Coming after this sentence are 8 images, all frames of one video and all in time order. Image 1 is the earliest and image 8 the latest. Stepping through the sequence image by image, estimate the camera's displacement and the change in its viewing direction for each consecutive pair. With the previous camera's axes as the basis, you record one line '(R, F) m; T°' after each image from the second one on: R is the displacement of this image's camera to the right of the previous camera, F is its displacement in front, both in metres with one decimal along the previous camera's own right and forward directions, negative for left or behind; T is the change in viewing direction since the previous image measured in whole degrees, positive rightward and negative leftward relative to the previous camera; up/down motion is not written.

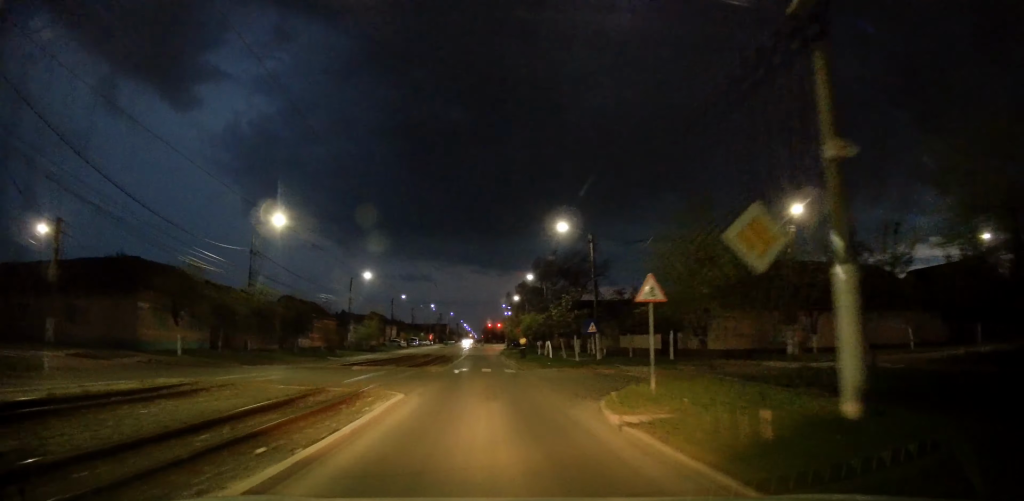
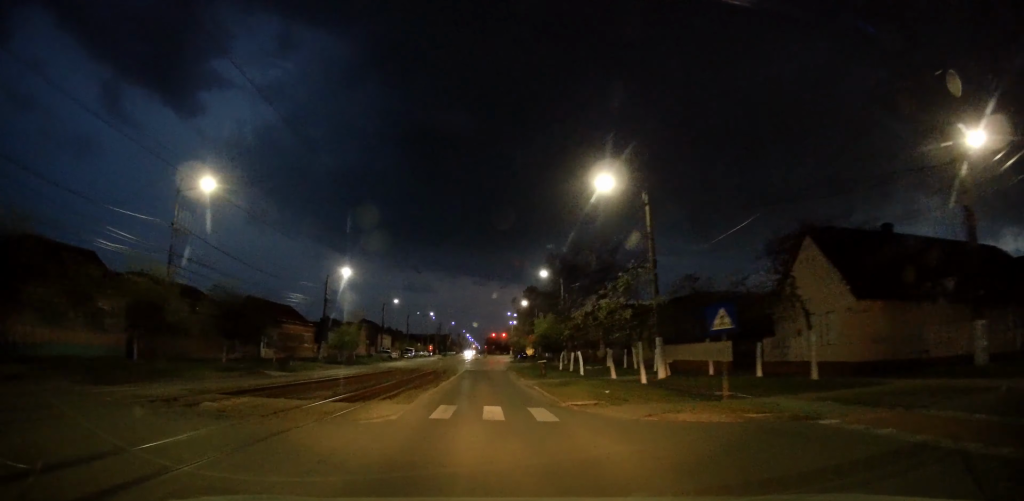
(0.0, +13.3) m; -1°
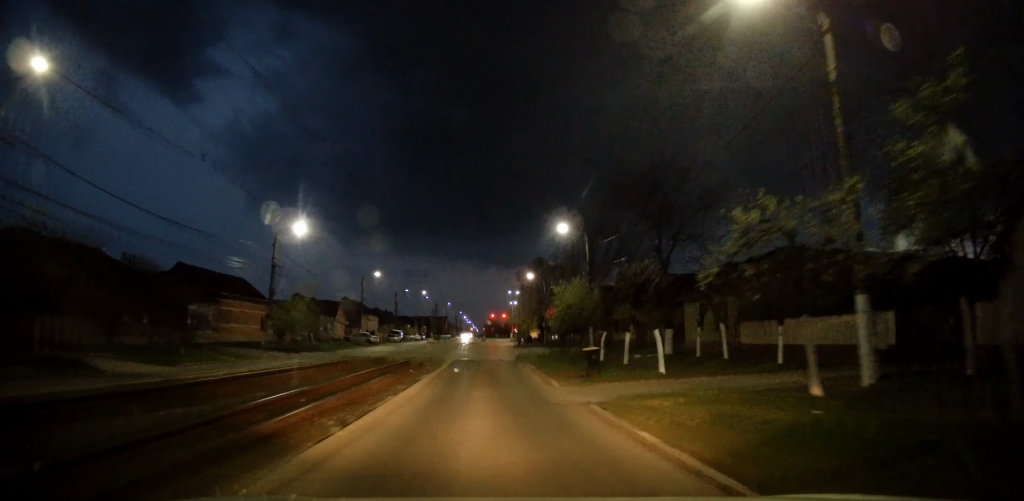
(-0.2, +14.9) m; 0°
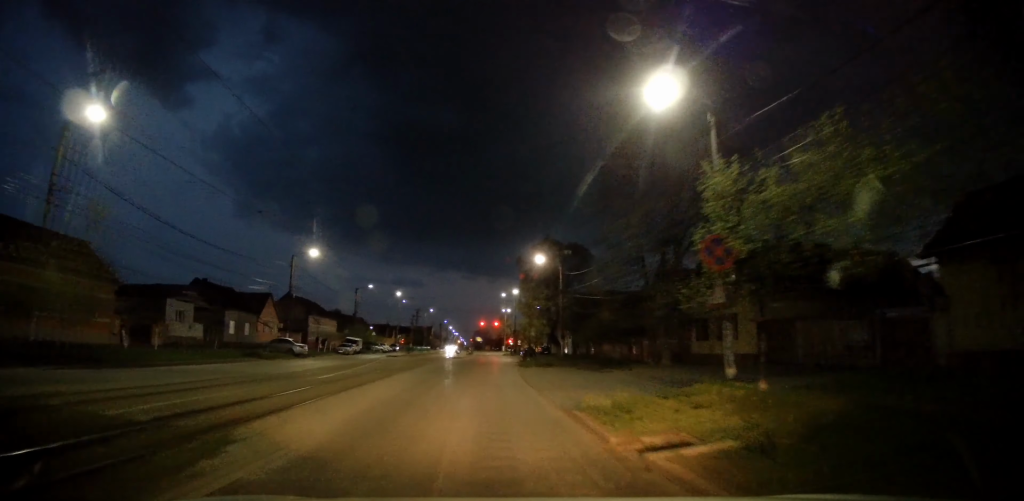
(+0.7, +25.2) m; +3°
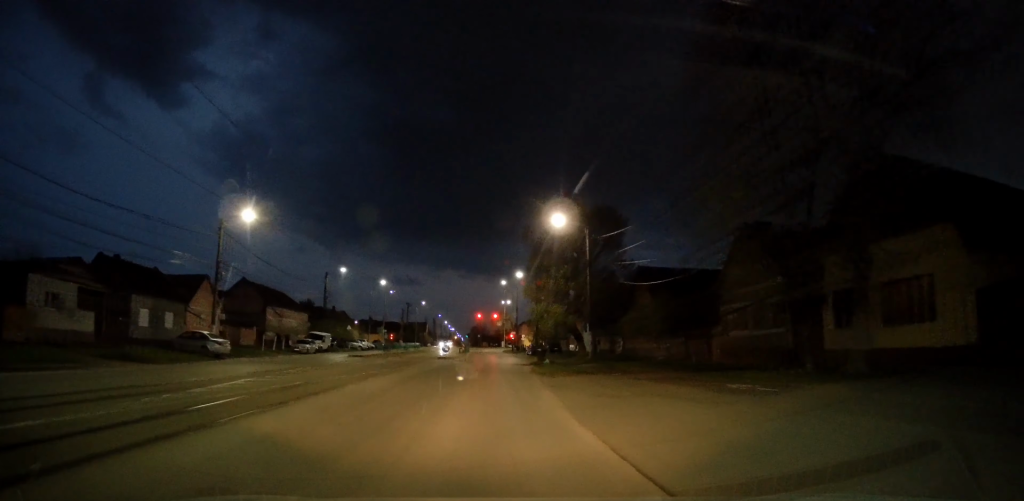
(-0.3, +14.7) m; -1°
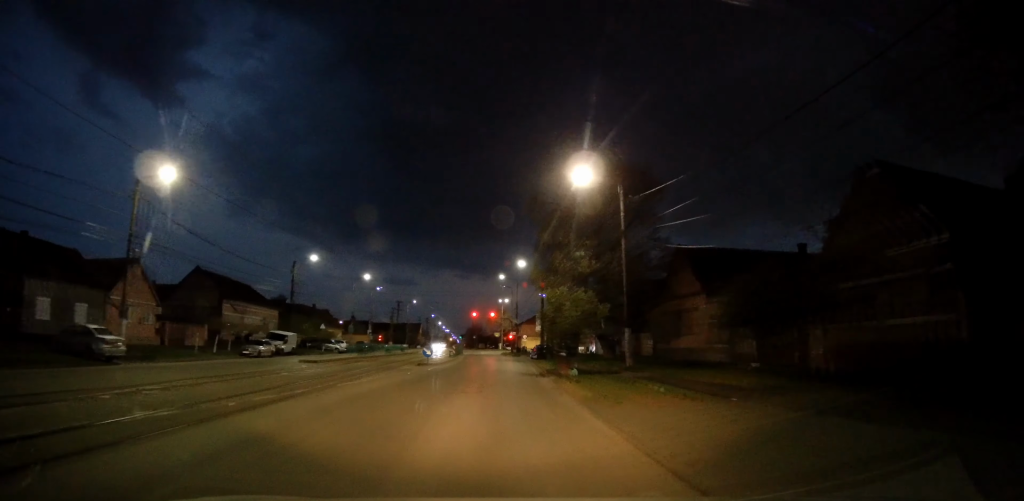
(0.0, +10.5) m; 0°
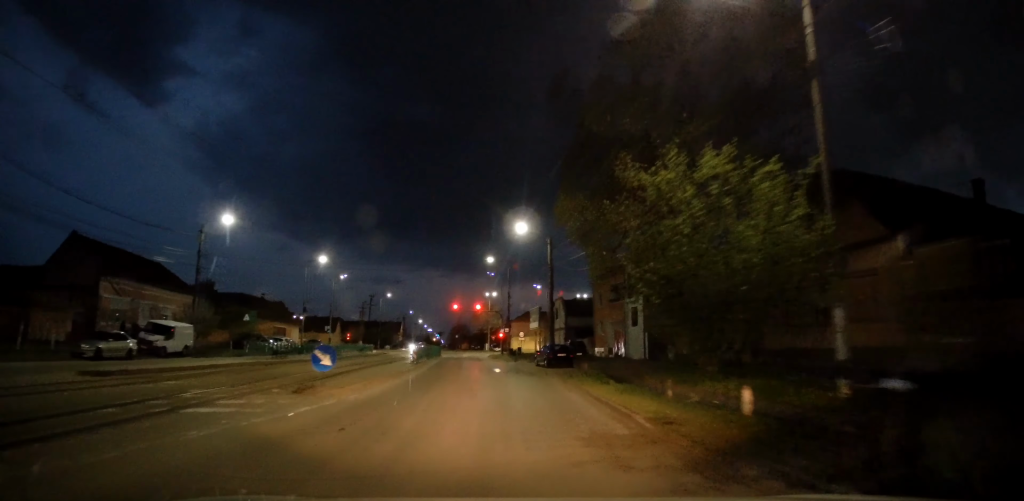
(+0.2, +18.2) m; +2°
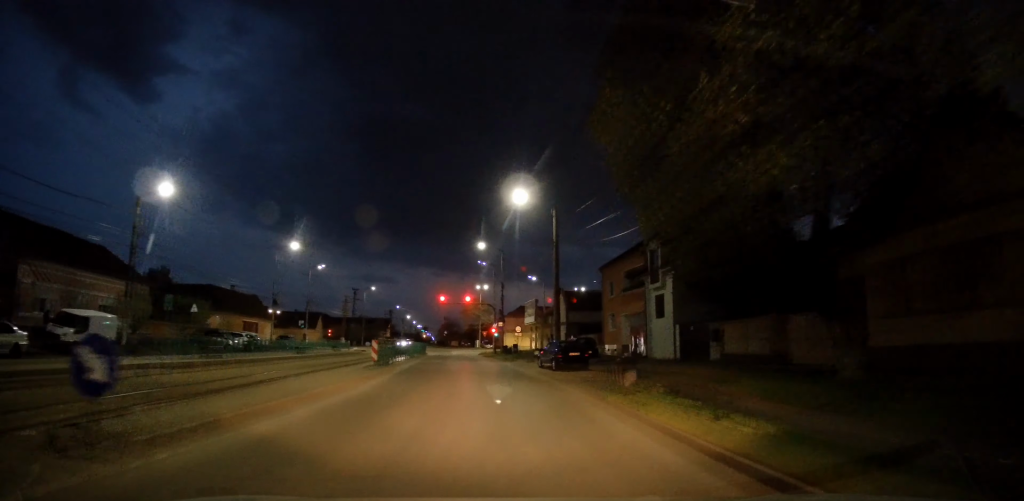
(+0.2, +7.7) m; +1°
